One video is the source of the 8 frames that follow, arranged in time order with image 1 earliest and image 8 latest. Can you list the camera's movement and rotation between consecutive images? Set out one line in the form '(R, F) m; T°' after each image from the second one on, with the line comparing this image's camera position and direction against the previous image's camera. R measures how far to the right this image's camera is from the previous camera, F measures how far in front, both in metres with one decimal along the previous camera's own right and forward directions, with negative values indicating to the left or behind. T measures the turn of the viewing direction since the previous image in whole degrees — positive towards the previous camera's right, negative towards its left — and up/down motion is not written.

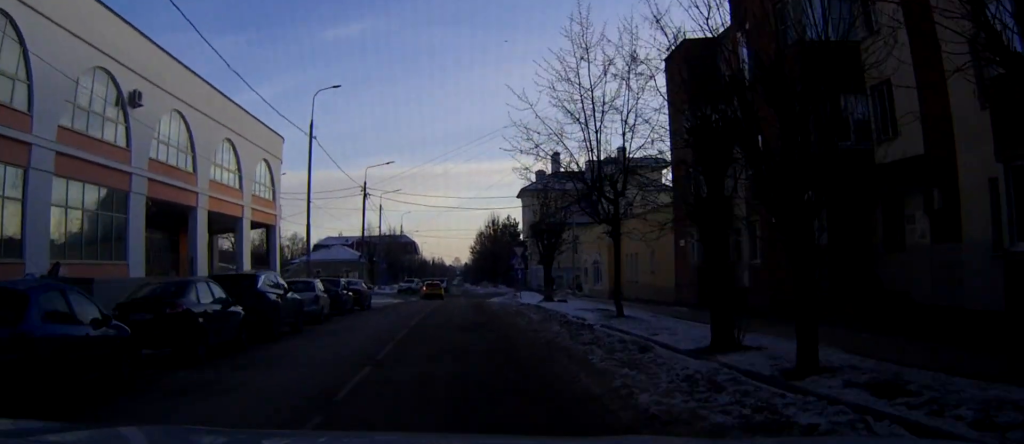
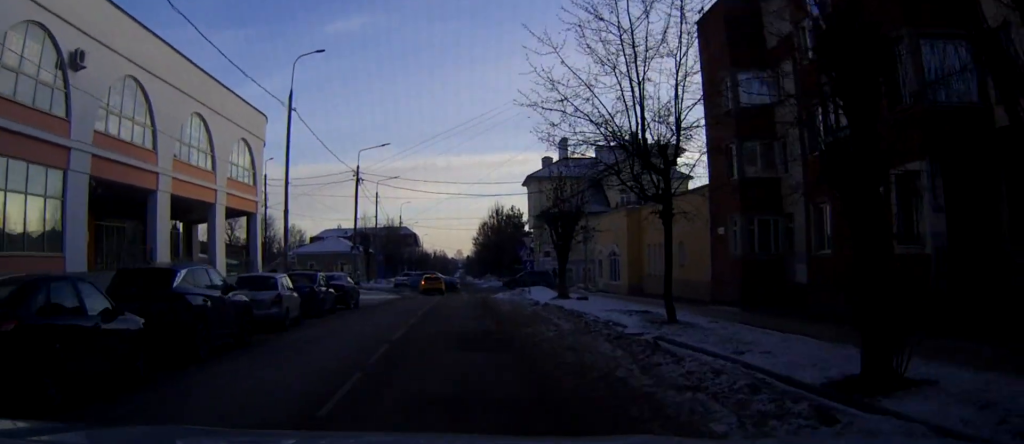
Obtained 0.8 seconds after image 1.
(-0.1, +5.4) m; -1°
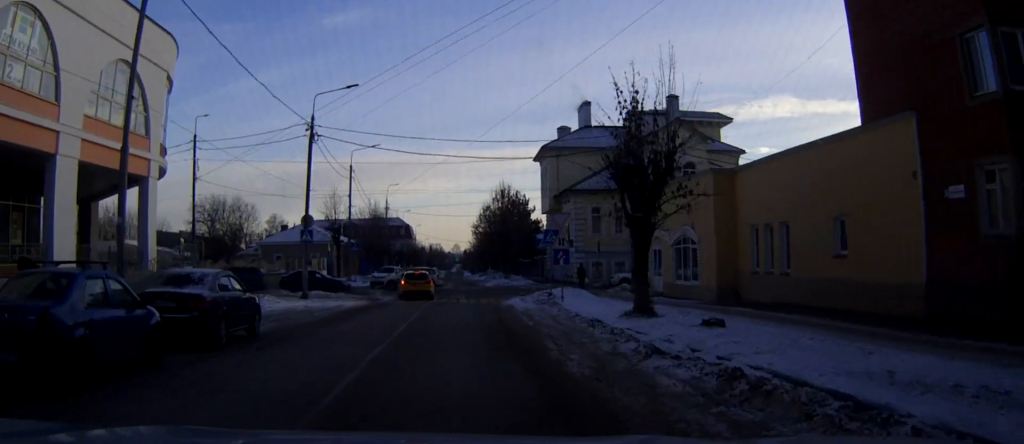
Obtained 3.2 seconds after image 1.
(-0.4, +16.7) m; -3°
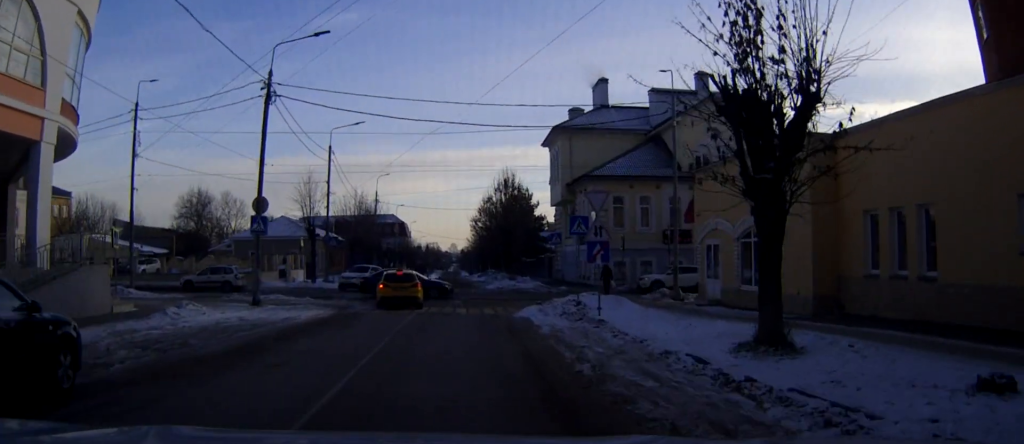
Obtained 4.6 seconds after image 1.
(0.0, +8.9) m; 0°
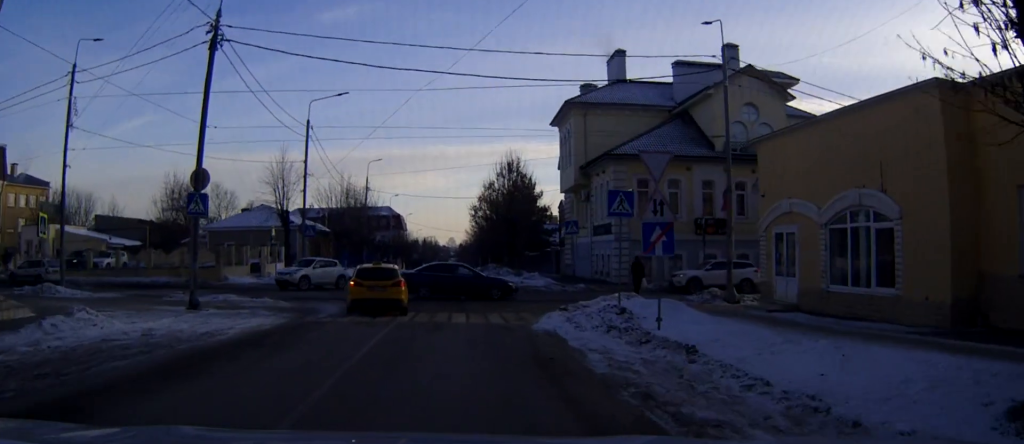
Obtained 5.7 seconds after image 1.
(0.0, +7.0) m; -1°
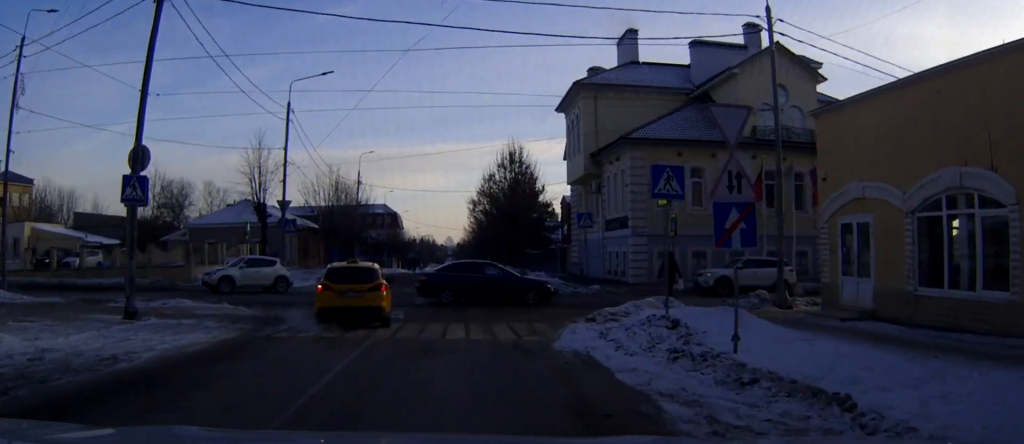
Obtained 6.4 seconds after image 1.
(-0.1, +4.5) m; -1°
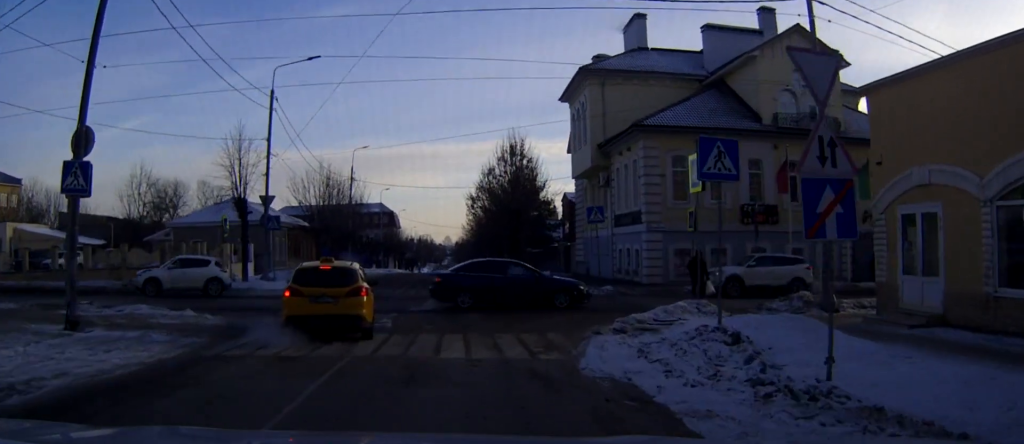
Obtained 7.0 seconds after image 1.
(0.0, +3.2) m; 0°
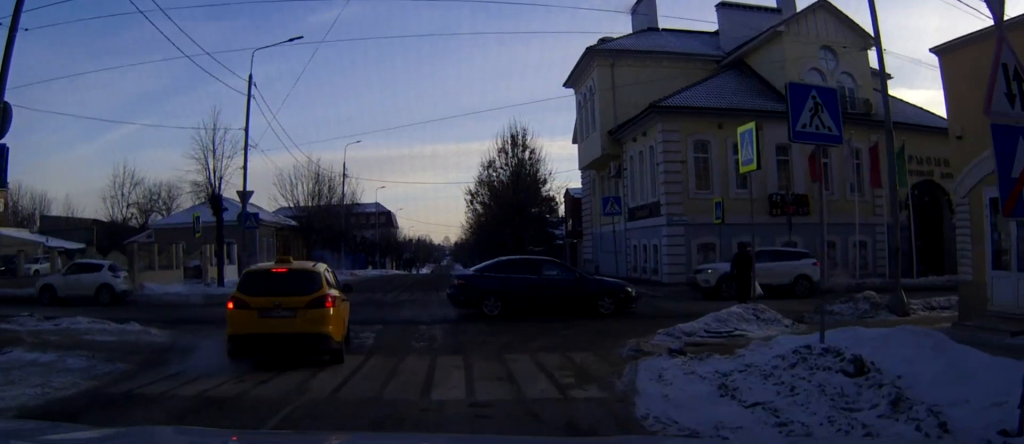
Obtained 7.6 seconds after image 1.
(0.0, +3.8) m; 0°
